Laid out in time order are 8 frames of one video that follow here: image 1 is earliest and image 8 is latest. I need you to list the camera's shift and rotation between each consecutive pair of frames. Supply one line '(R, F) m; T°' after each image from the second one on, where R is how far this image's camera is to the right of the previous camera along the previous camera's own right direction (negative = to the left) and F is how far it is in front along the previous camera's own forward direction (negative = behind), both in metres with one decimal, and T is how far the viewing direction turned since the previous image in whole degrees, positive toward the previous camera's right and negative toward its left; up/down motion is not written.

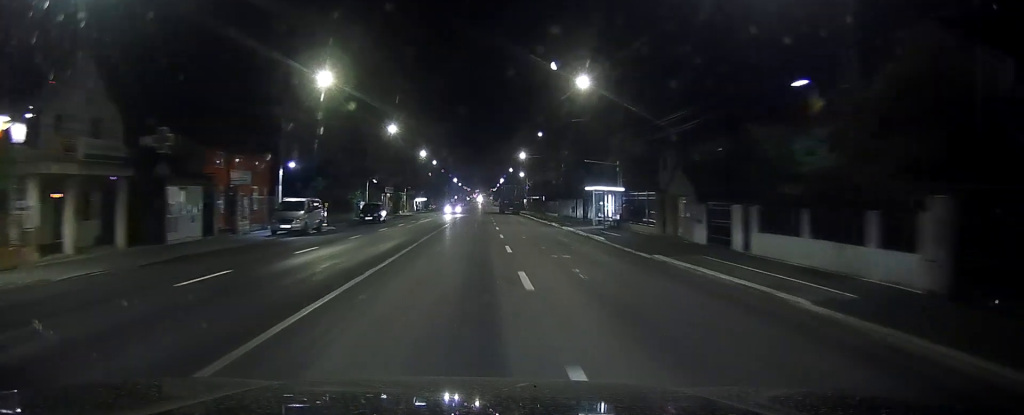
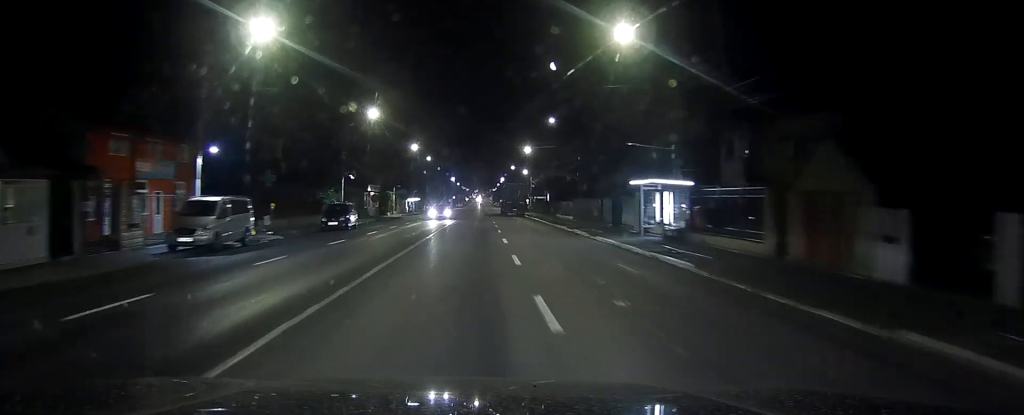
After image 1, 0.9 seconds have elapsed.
(+0.1, +13.1) m; 0°
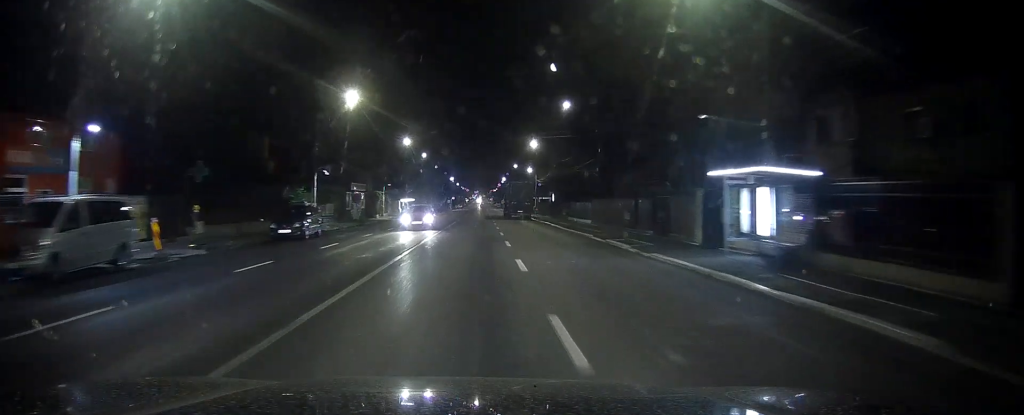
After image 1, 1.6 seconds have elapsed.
(0.0, +10.6) m; 0°
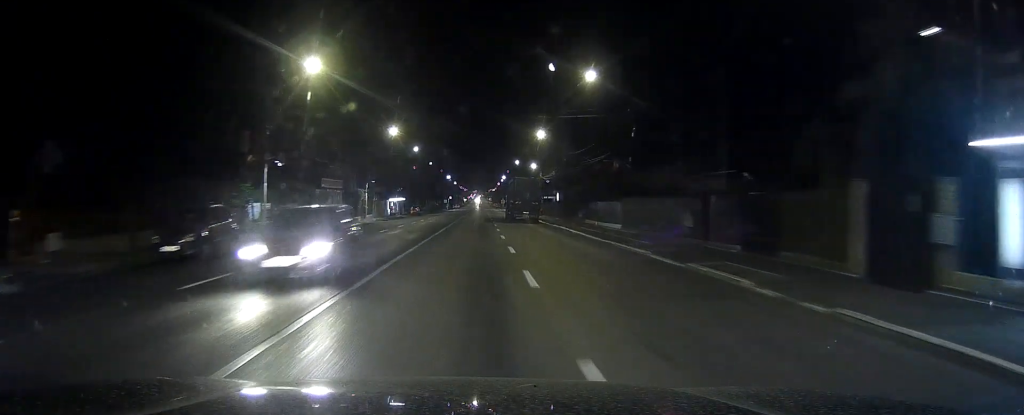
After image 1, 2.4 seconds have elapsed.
(0.0, +12.0) m; 0°
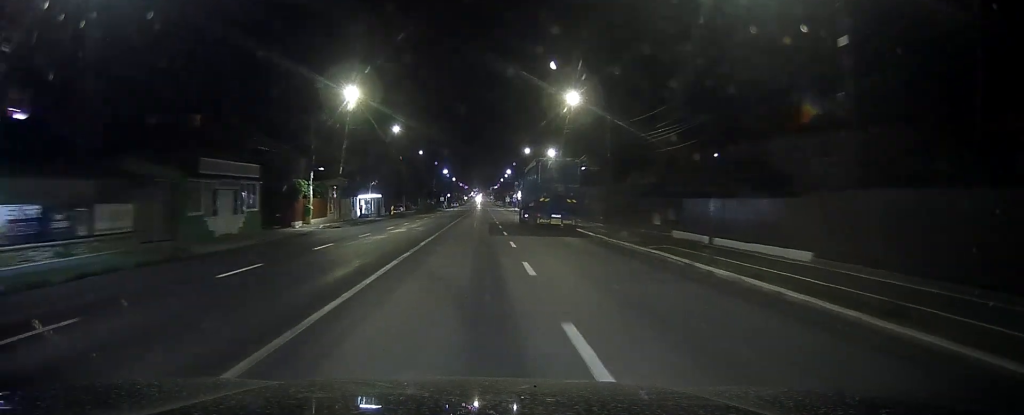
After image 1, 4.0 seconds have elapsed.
(0.0, +24.8) m; 0°
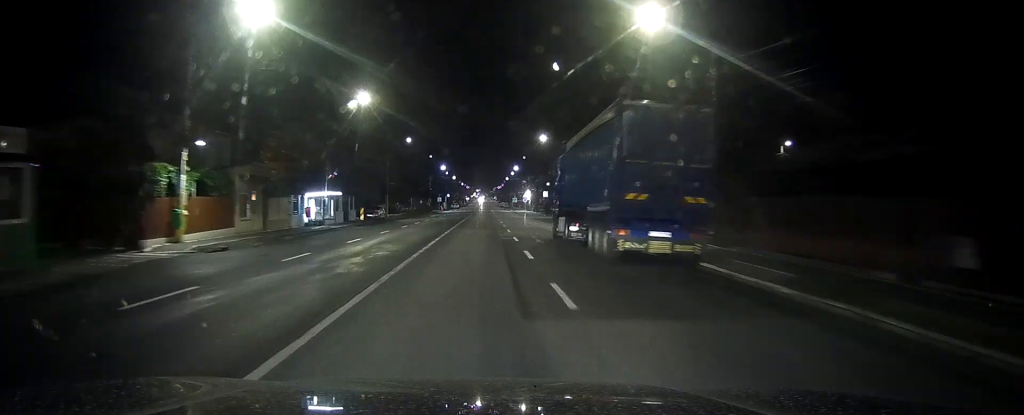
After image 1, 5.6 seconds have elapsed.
(-0.1, +22.5) m; 0°
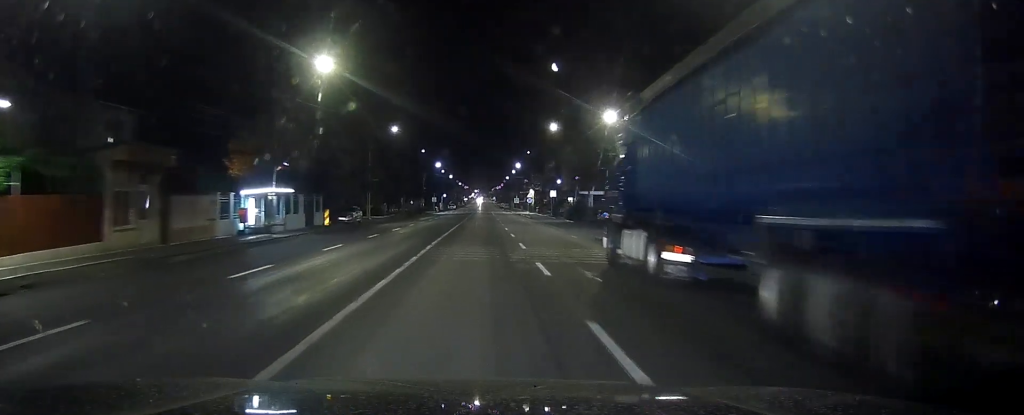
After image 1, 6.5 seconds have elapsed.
(+0.1, +13.1) m; 0°
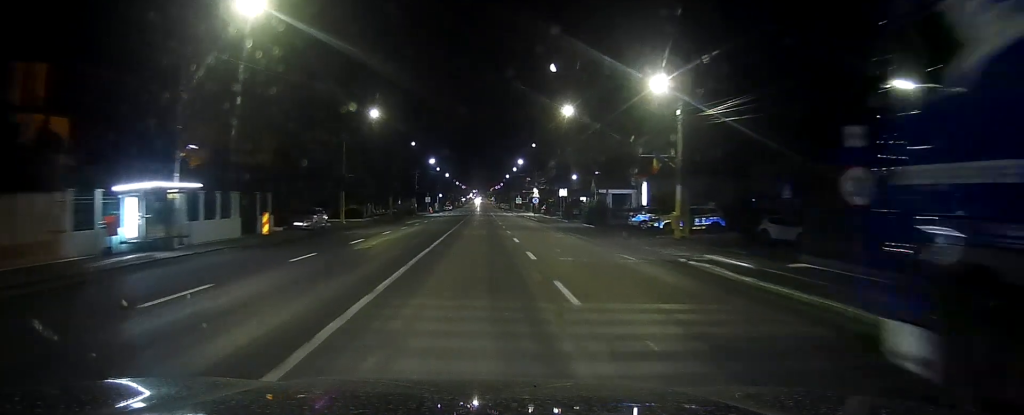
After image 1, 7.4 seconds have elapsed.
(-0.1, +13.1) m; +1°
